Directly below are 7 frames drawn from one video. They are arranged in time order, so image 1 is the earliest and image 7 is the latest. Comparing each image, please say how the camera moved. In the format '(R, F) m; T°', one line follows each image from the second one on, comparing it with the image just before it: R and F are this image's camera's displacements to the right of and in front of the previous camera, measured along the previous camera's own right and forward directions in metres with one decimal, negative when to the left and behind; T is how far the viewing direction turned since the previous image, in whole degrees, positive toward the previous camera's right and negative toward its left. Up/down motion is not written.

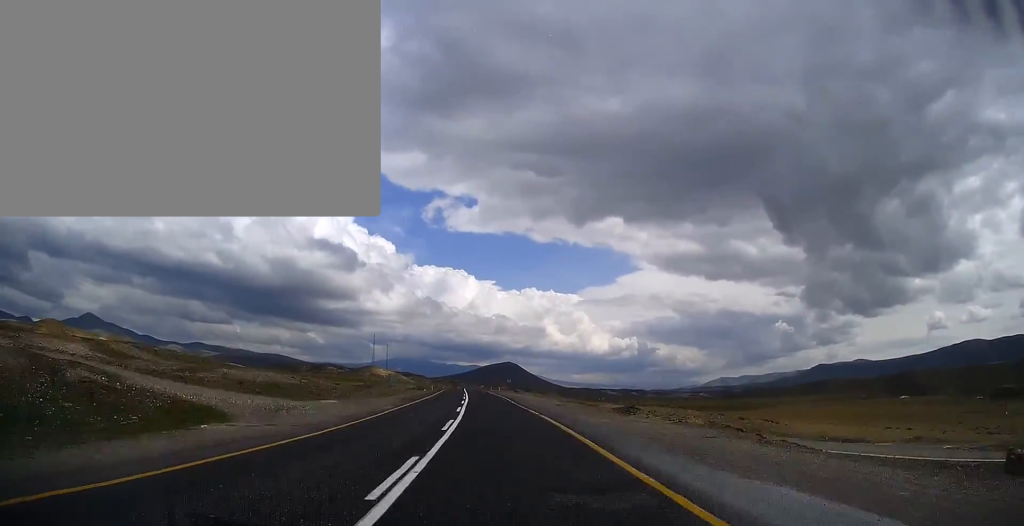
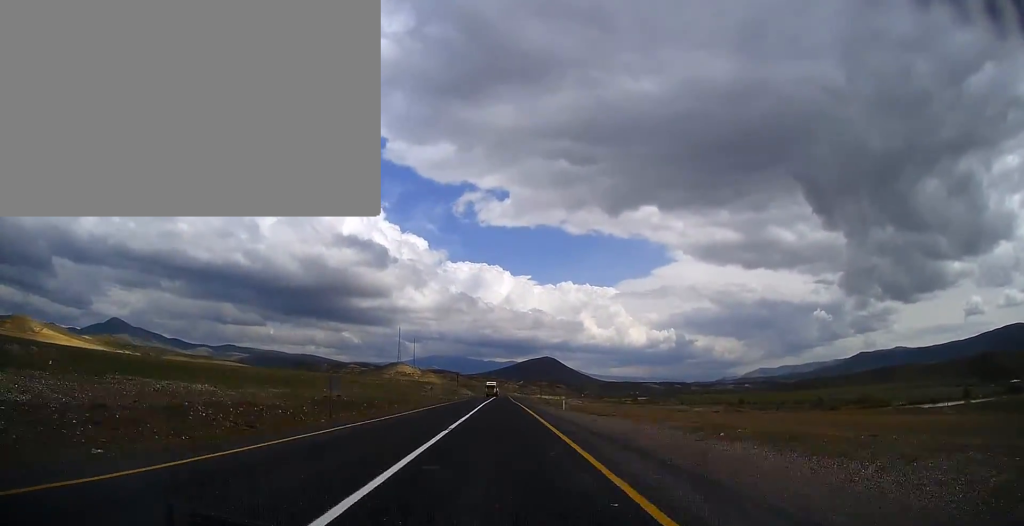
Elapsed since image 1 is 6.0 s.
(-6.0, +164.4) m; -2°
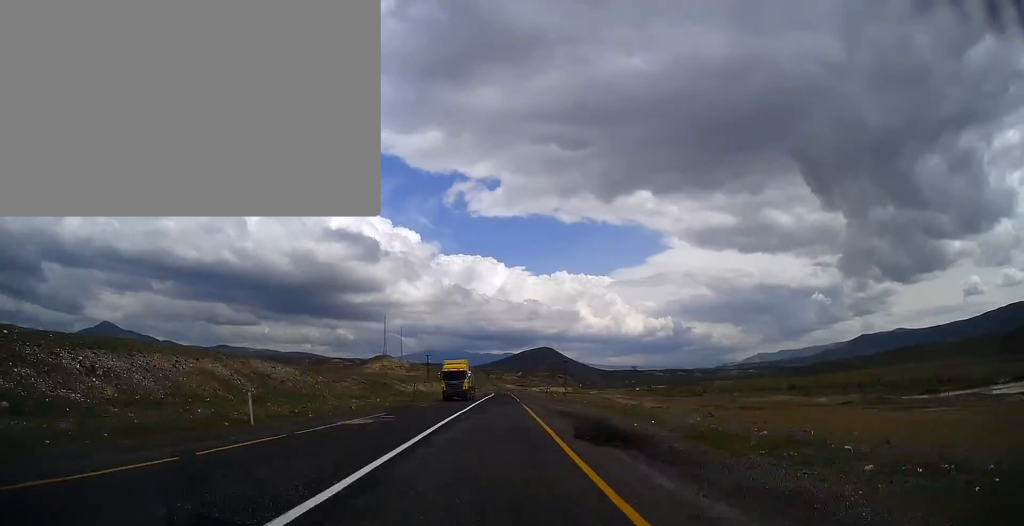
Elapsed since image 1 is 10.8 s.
(-0.6, +132.8) m; -1°
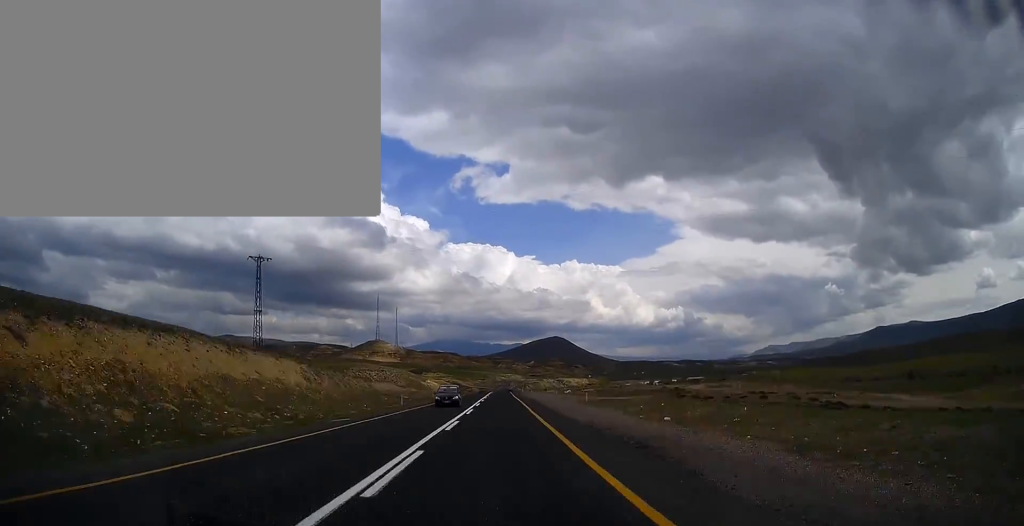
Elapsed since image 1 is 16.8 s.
(-0.6, +166.5) m; 0°
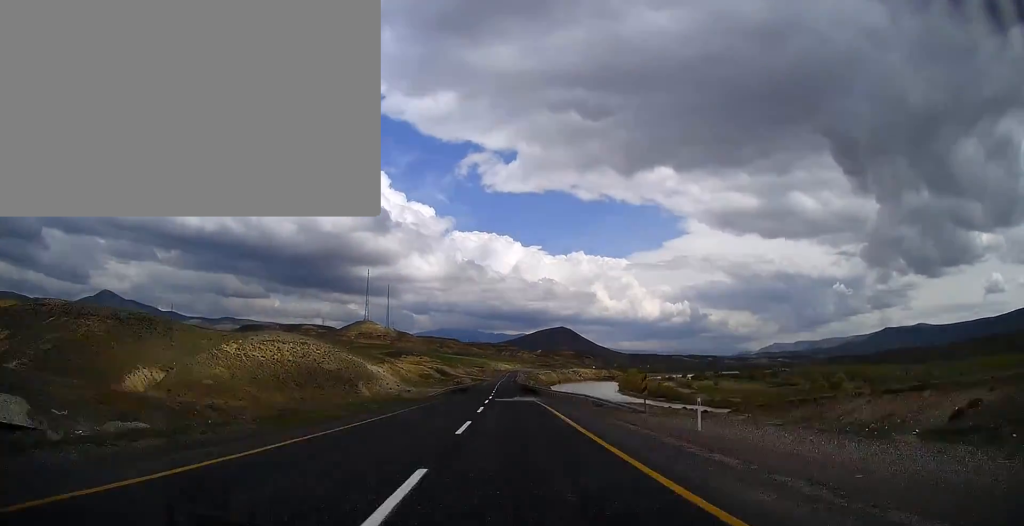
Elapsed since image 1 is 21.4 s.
(-0.3, +127.2) m; 0°
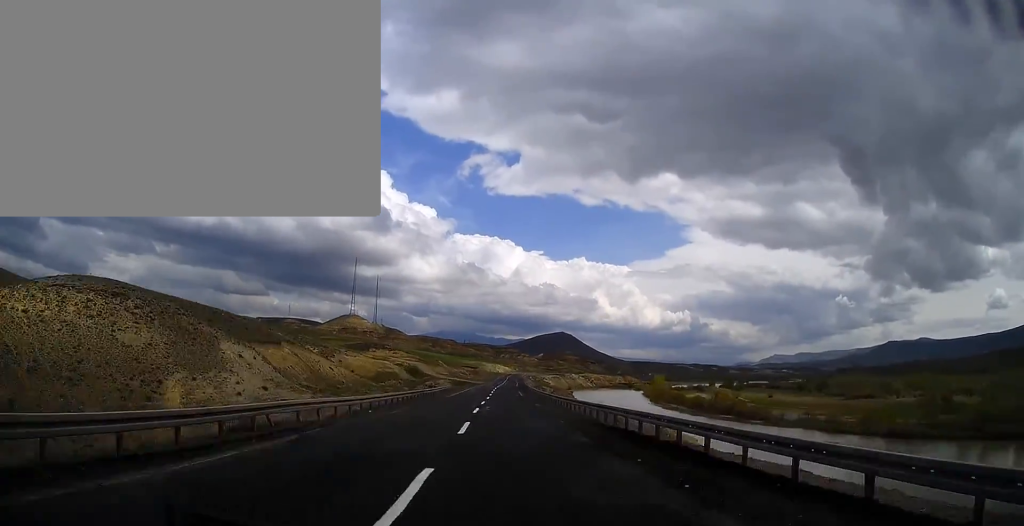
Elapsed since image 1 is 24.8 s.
(-0.3, +93.4) m; 0°
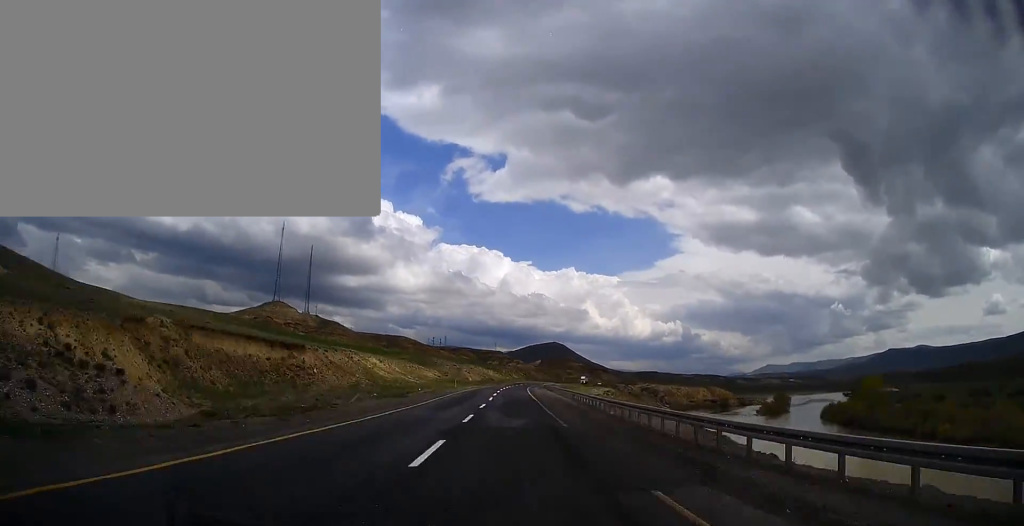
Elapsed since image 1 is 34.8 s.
(+5.3, +270.7) m; +4°
